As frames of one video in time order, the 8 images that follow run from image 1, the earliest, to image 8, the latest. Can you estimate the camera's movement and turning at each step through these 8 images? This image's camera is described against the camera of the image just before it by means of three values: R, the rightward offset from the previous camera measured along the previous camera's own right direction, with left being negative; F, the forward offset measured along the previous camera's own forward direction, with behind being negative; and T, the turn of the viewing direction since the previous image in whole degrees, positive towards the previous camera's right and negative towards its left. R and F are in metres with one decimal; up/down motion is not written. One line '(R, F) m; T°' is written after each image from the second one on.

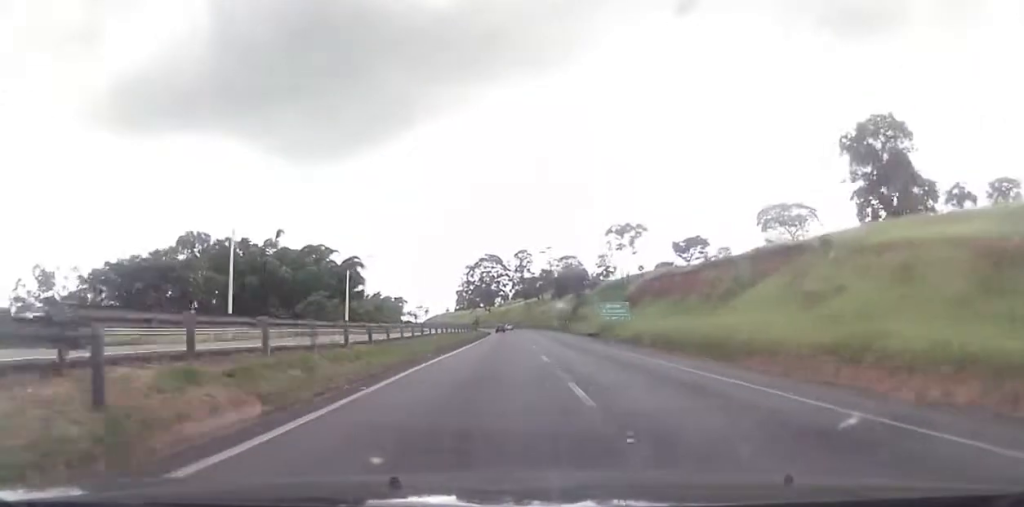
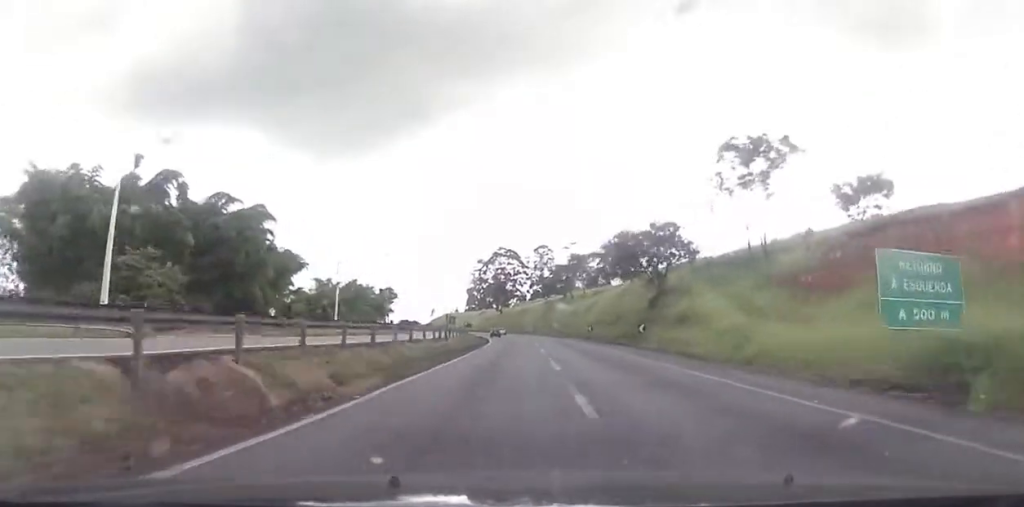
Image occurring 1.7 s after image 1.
(+0.4, +54.8) m; 0°
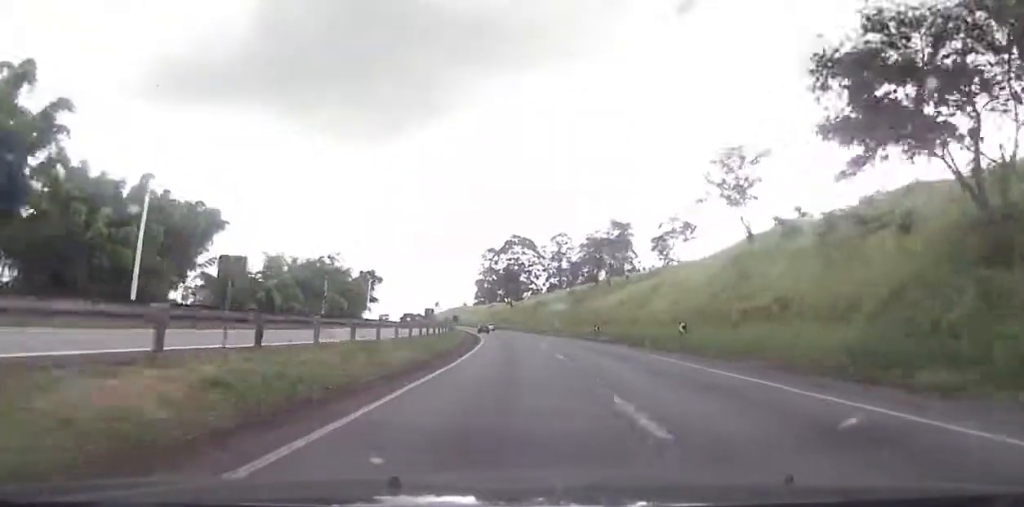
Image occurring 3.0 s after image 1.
(-0.9, +41.1) m; -1°
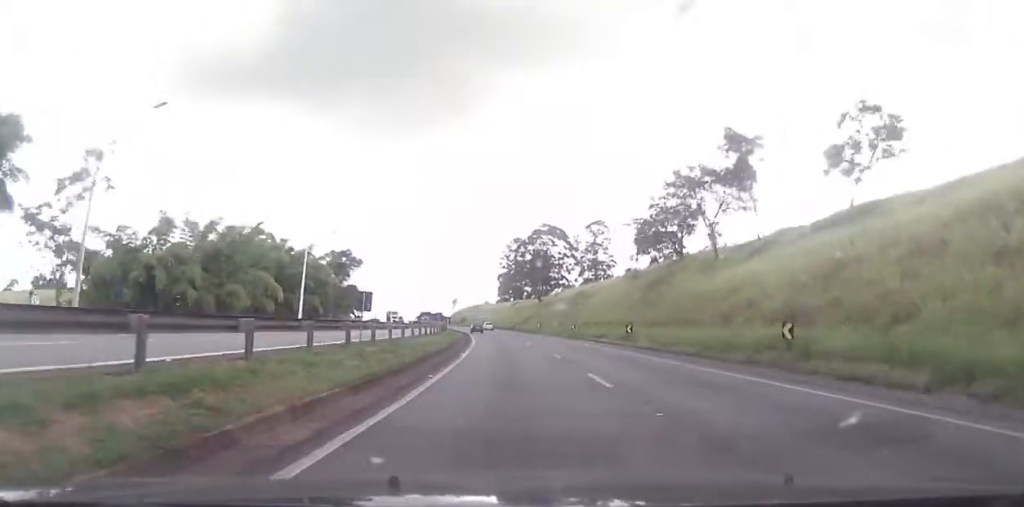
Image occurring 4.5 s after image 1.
(+0.2, +45.2) m; -1°
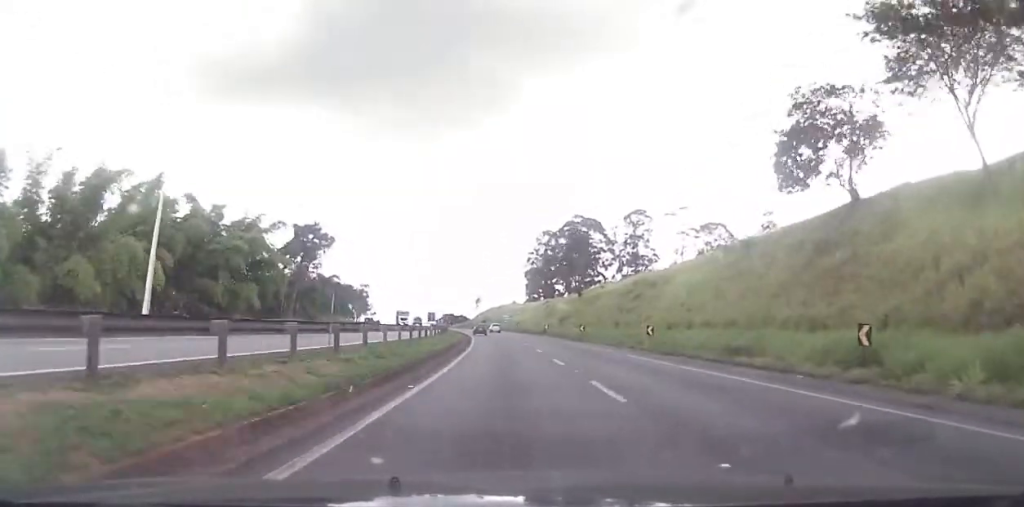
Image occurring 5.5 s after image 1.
(-1.1, +33.4) m; -2°
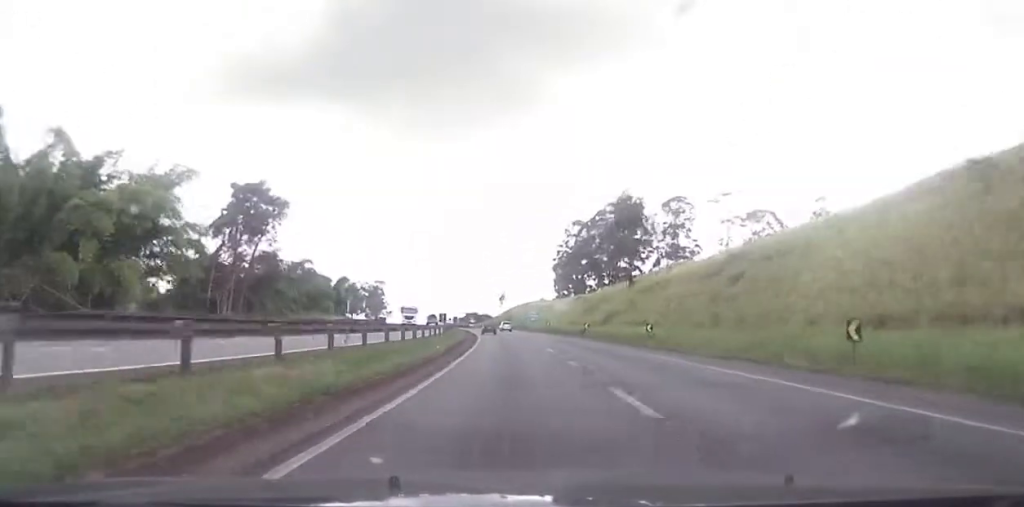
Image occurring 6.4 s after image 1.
(+0.1, +26.1) m; -2°
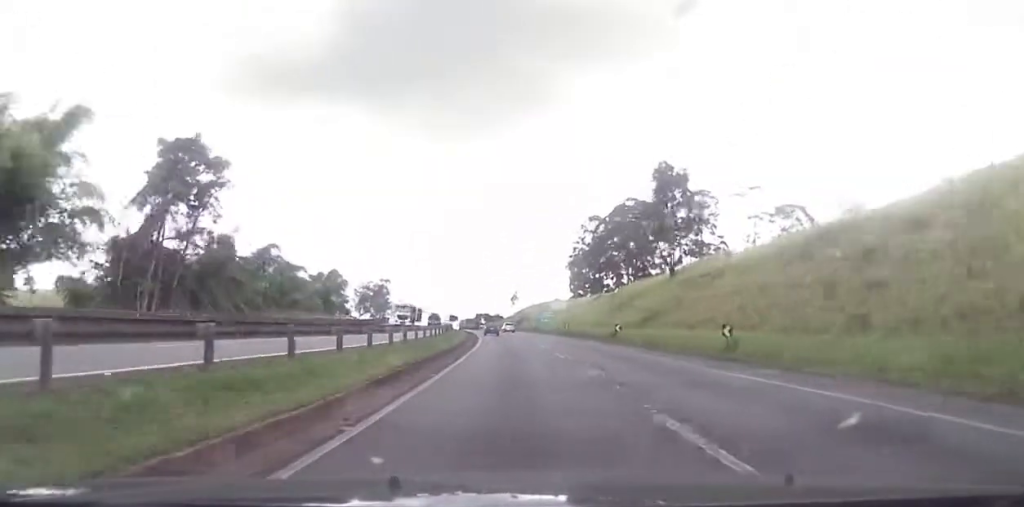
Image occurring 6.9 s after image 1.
(-0.5, +15.7) m; -1°
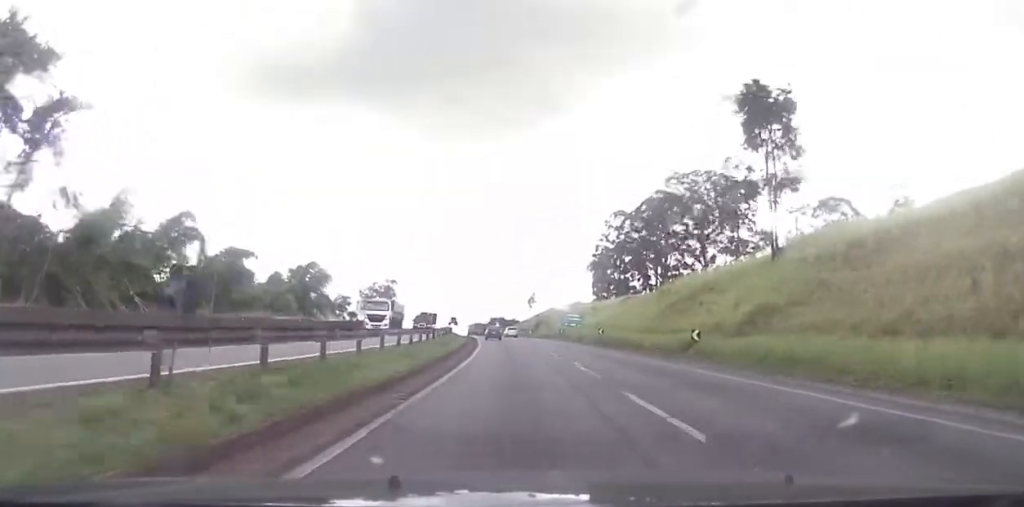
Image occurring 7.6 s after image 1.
(-0.4, +22.0) m; -2°
